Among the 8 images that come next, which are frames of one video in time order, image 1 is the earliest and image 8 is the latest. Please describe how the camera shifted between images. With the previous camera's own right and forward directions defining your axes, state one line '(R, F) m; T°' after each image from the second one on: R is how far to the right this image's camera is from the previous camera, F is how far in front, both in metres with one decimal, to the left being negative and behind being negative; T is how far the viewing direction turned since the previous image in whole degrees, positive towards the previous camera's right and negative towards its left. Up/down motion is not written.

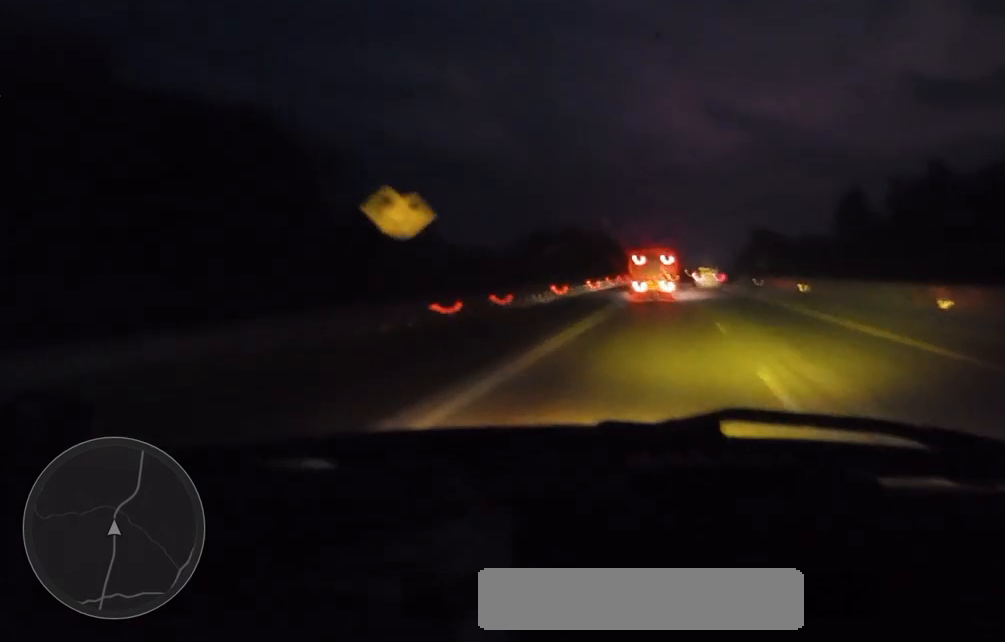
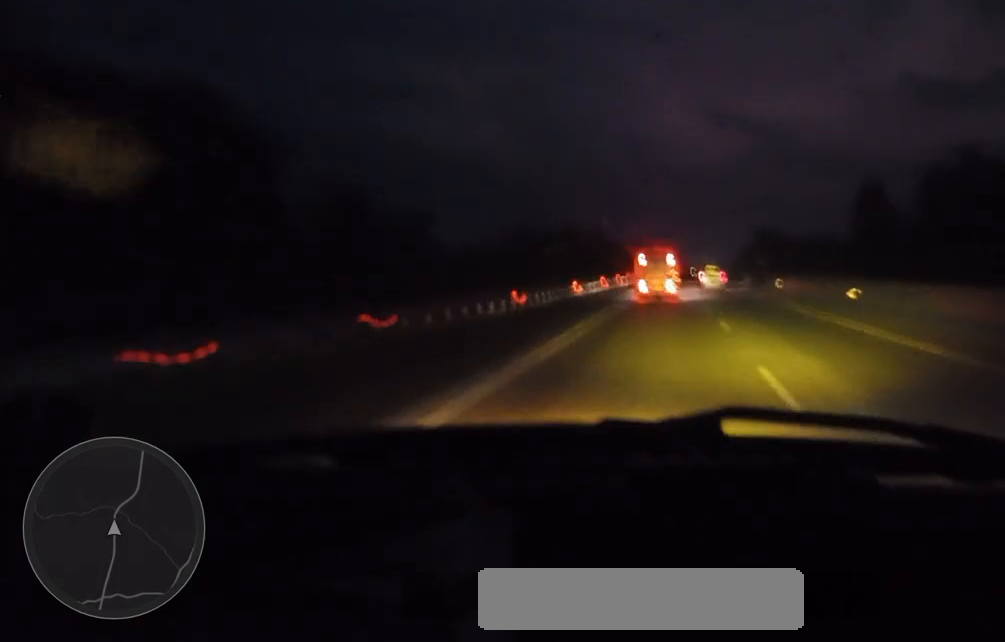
(+0.1, +13.5) m; 0°
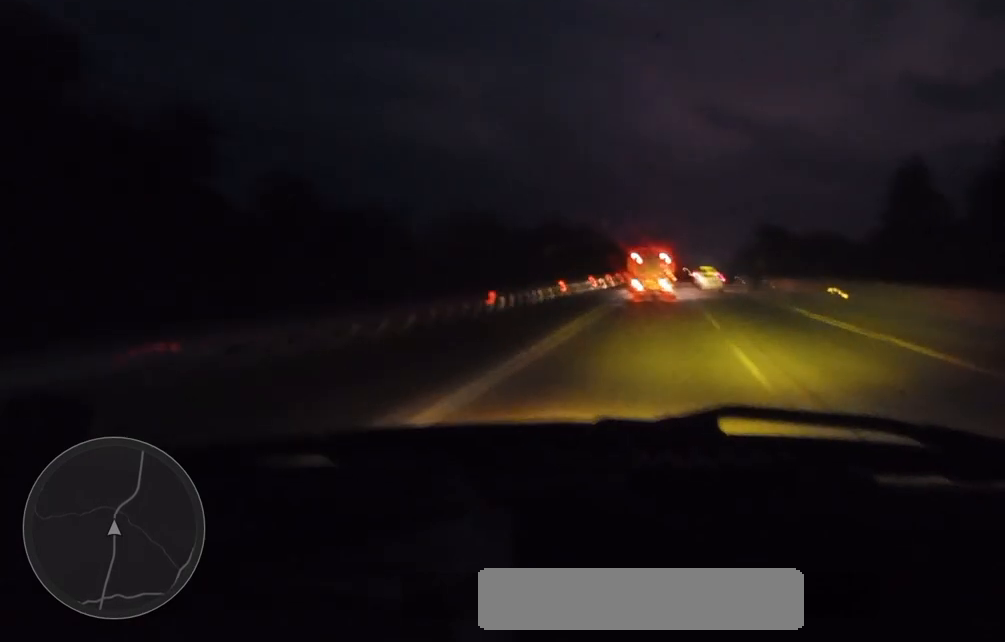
(-0.2, +23.8) m; -1°
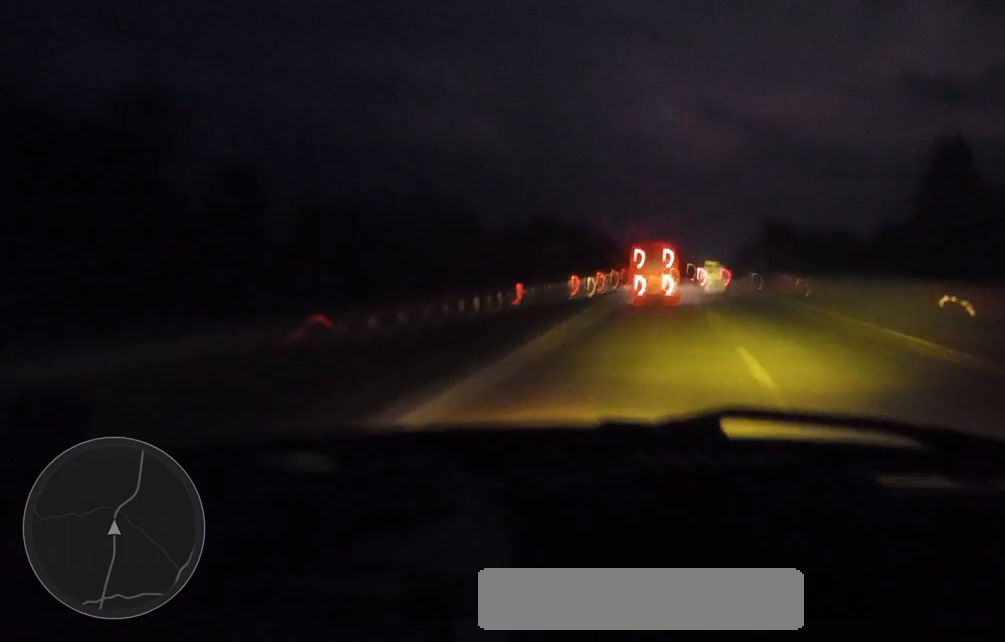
(-0.2, +15.3) m; 0°
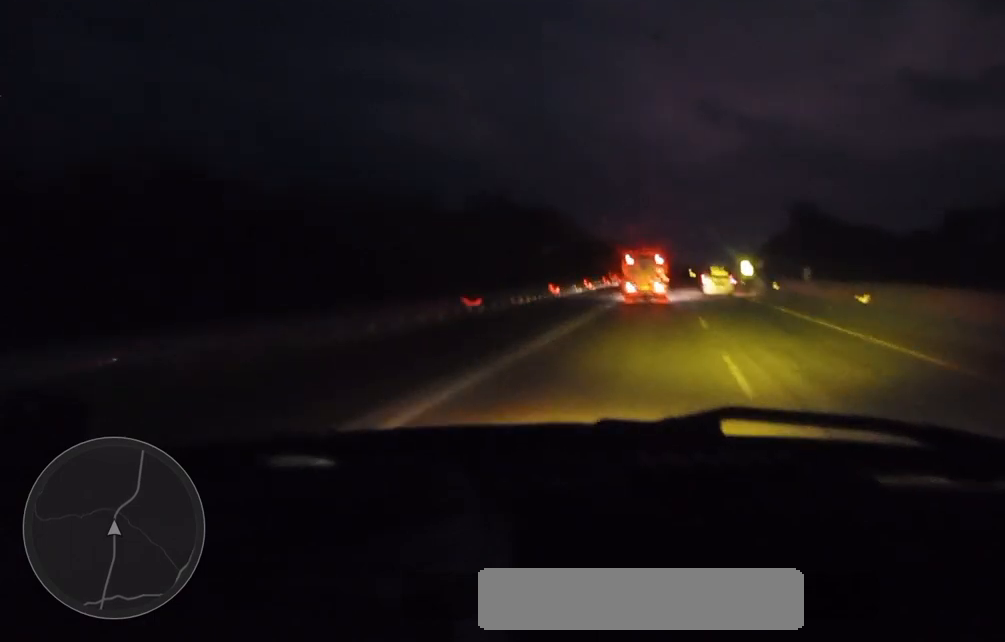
(+0.5, +65.9) m; 0°
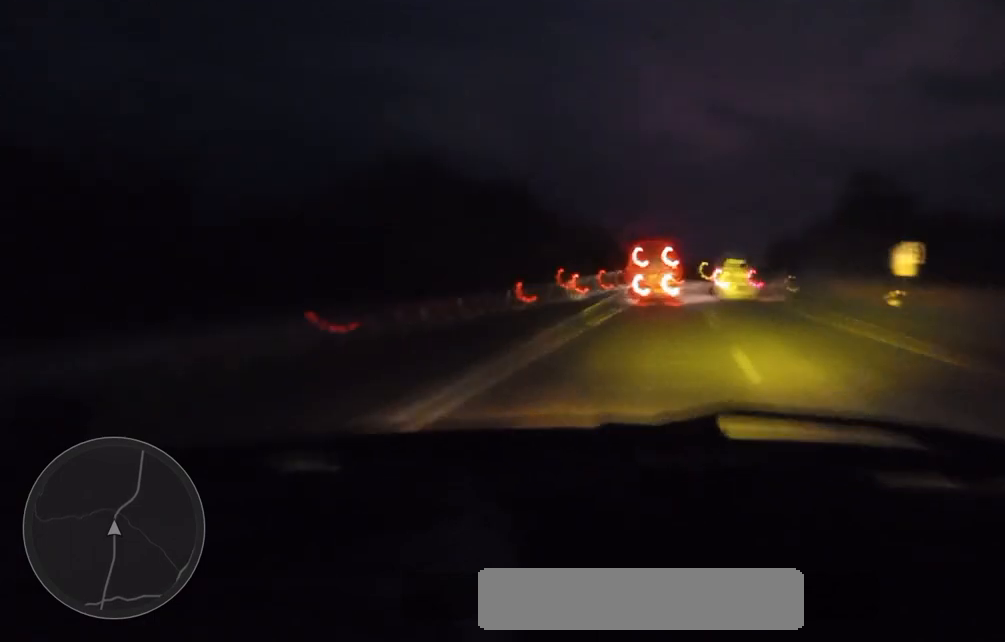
(-0.5, +52.6) m; -2°
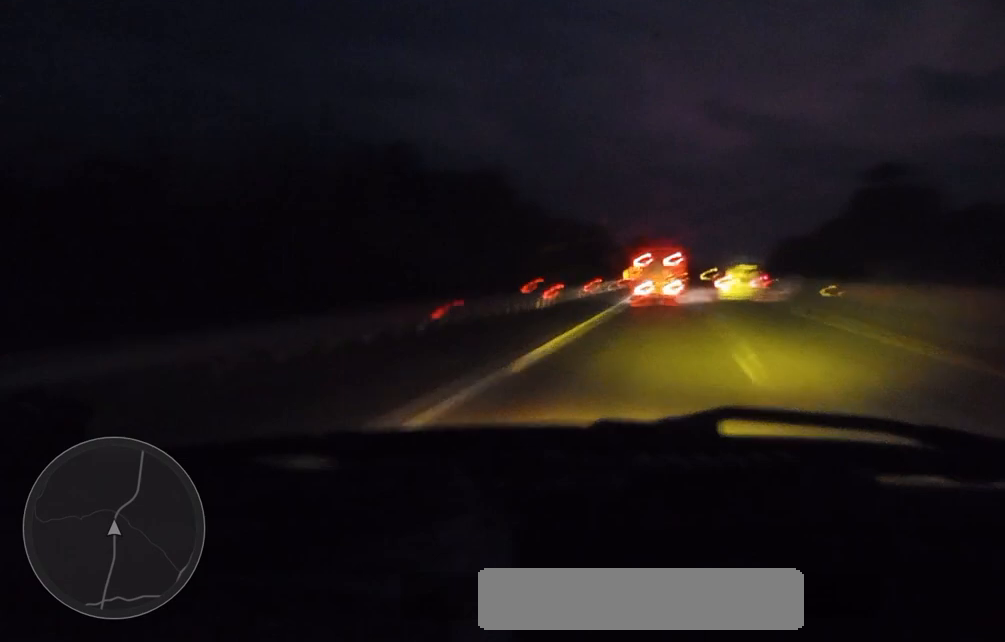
(-0.1, +13.3) m; 0°
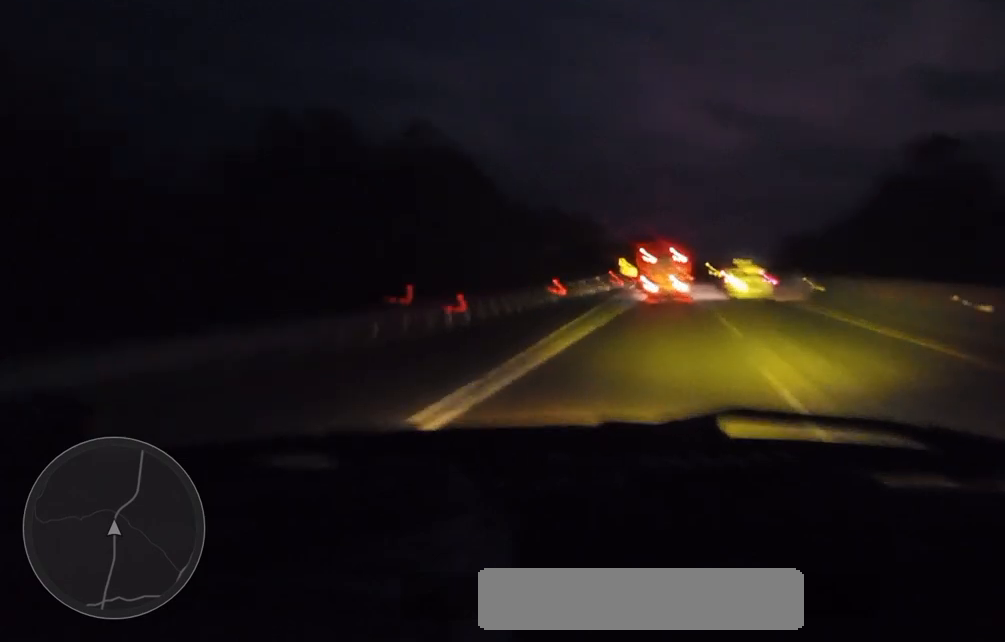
(0.0, +19.8) m; 0°
